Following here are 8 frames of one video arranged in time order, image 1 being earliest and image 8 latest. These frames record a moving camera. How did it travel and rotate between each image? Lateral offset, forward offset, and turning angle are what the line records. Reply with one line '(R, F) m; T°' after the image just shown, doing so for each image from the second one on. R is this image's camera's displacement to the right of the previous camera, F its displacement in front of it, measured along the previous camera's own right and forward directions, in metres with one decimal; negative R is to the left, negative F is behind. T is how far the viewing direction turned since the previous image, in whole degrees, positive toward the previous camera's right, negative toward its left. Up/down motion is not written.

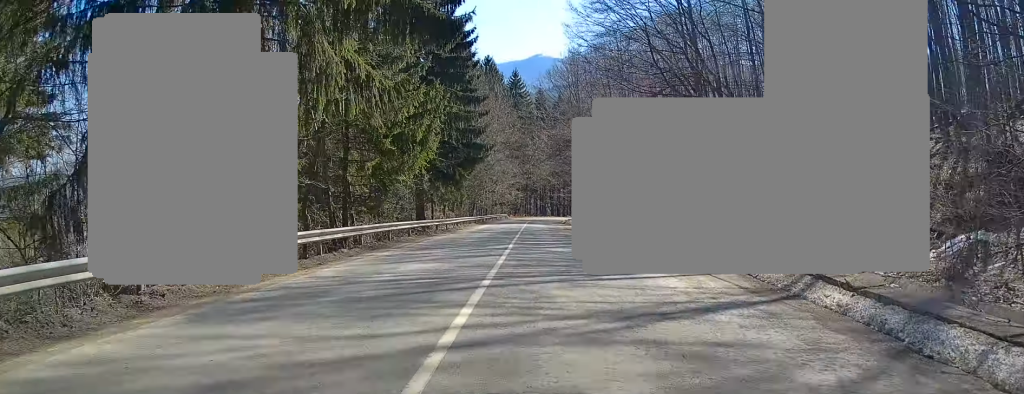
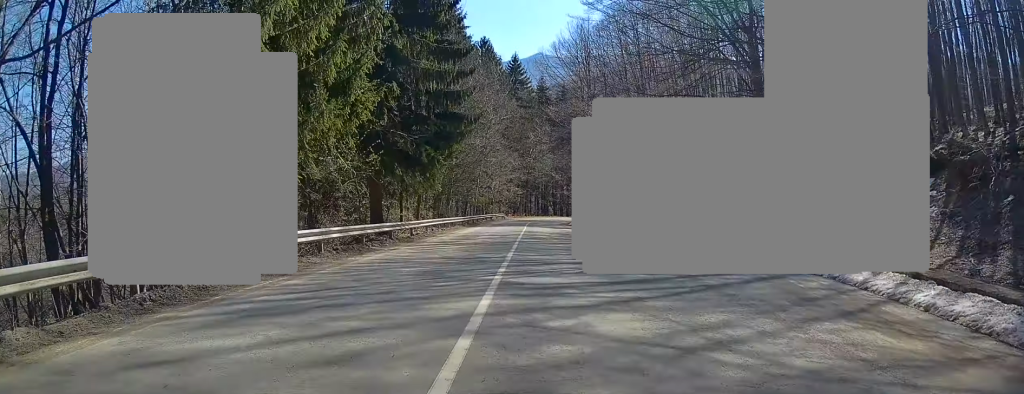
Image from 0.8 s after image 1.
(+0.1, +12.9) m; -2°
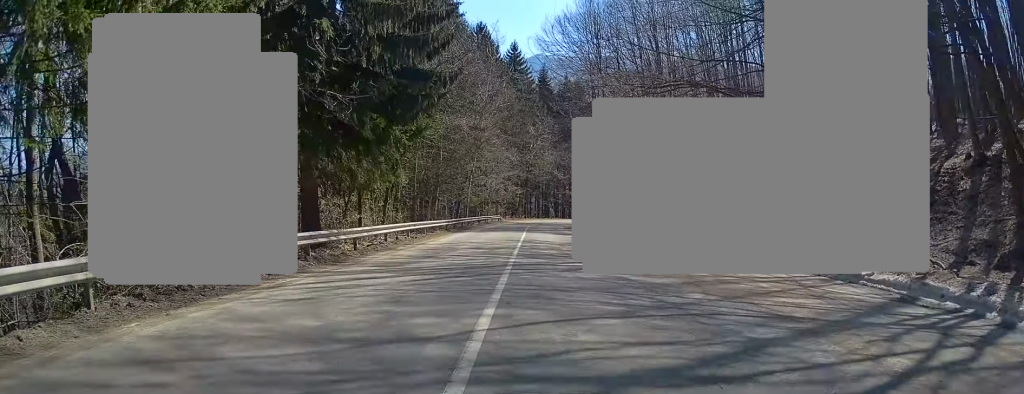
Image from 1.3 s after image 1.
(-0.5, +9.5) m; -2°
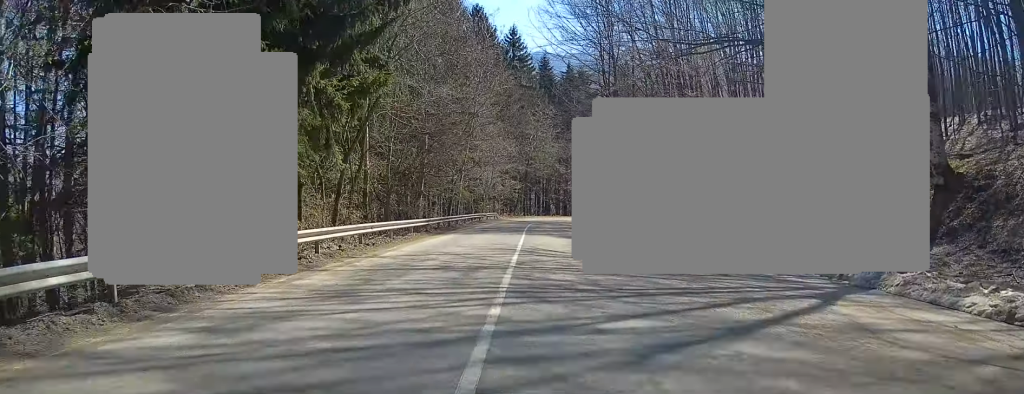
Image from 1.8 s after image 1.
(-0.2, +7.8) m; -1°
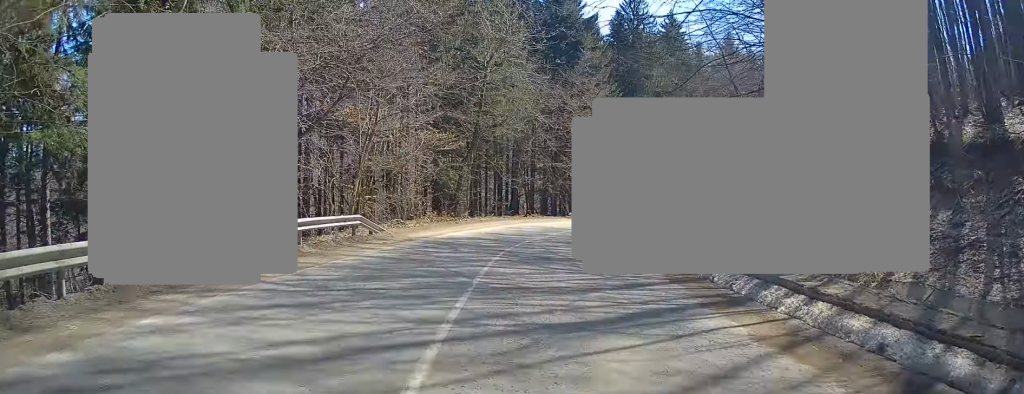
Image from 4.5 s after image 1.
(+0.9, +45.1) m; +2°
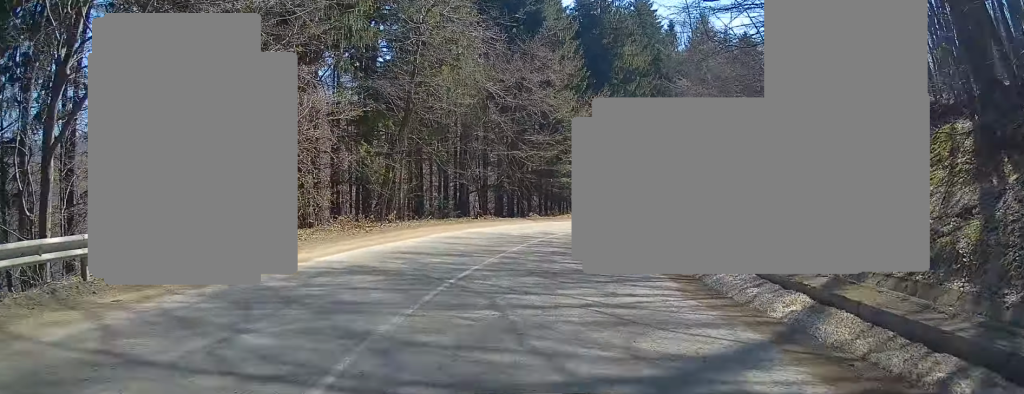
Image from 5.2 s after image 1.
(+0.1, +10.8) m; +4°
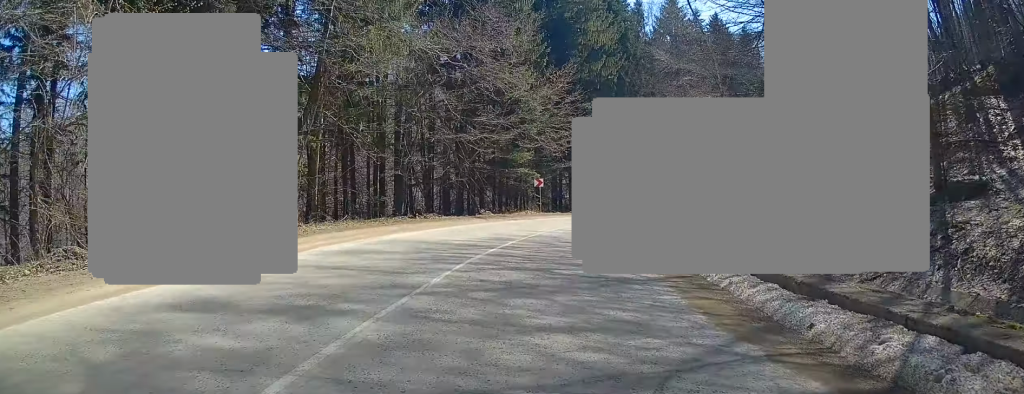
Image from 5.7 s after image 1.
(-0.3, +8.0) m; +5°
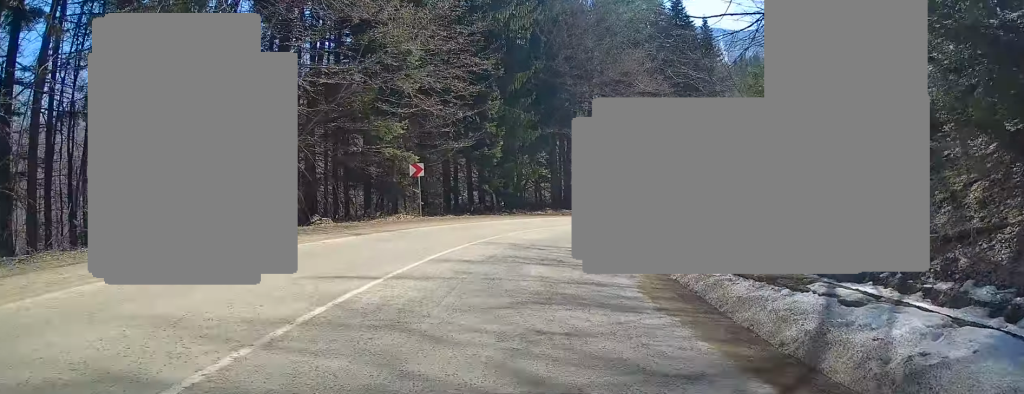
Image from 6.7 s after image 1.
(+2.0, +16.6) m; +11°
